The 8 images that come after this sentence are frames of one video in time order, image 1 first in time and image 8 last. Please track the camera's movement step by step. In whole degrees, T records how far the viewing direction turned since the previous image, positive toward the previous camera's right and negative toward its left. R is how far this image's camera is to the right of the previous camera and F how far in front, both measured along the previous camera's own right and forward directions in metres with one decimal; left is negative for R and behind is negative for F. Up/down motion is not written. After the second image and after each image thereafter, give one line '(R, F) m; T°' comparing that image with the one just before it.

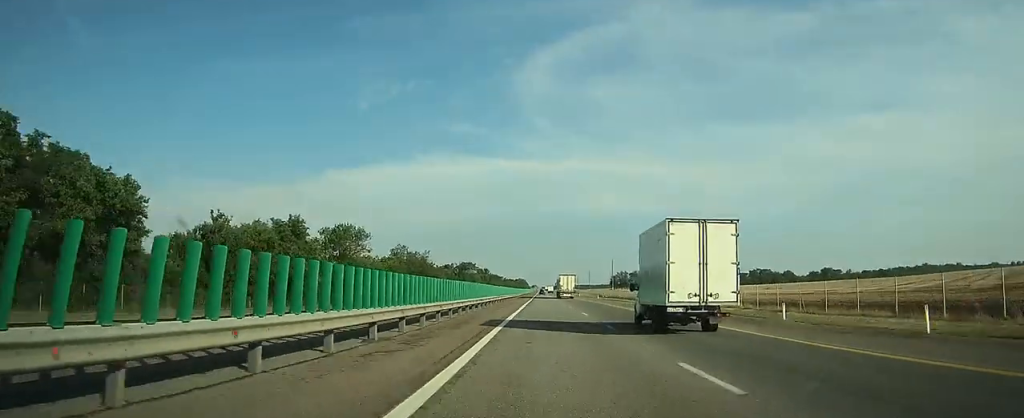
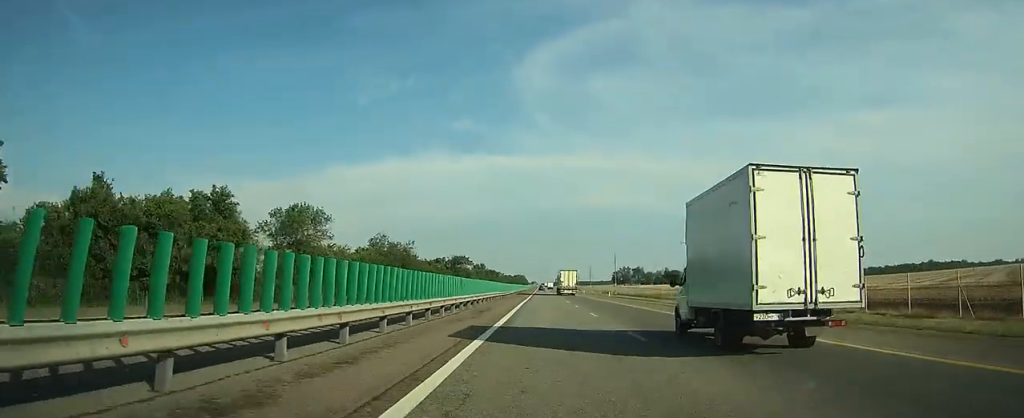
(0.0, +17.1) m; 0°
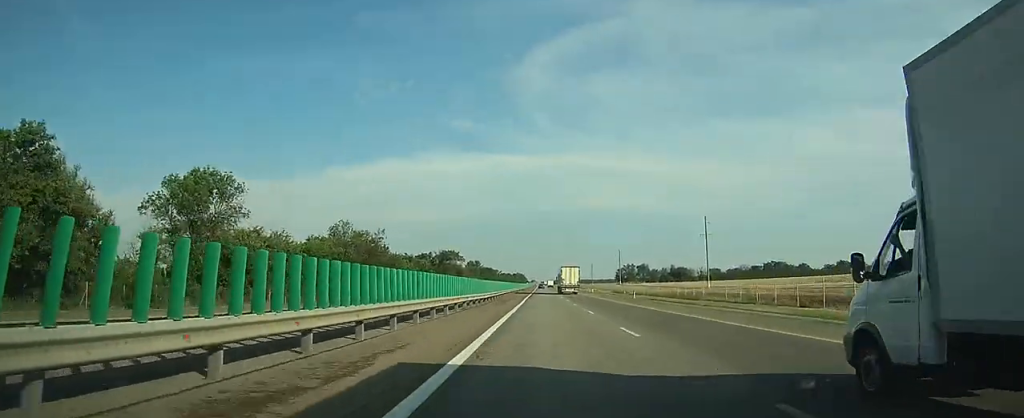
(0.0, +22.8) m; 0°
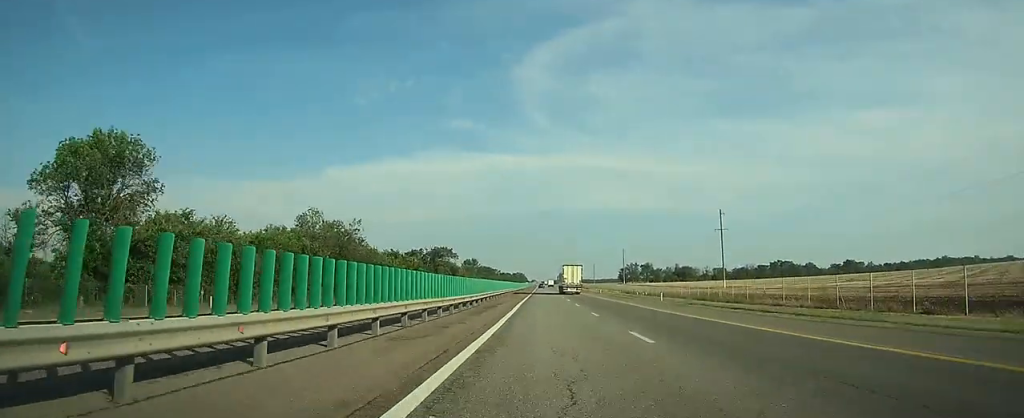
(0.0, +13.7) m; 0°
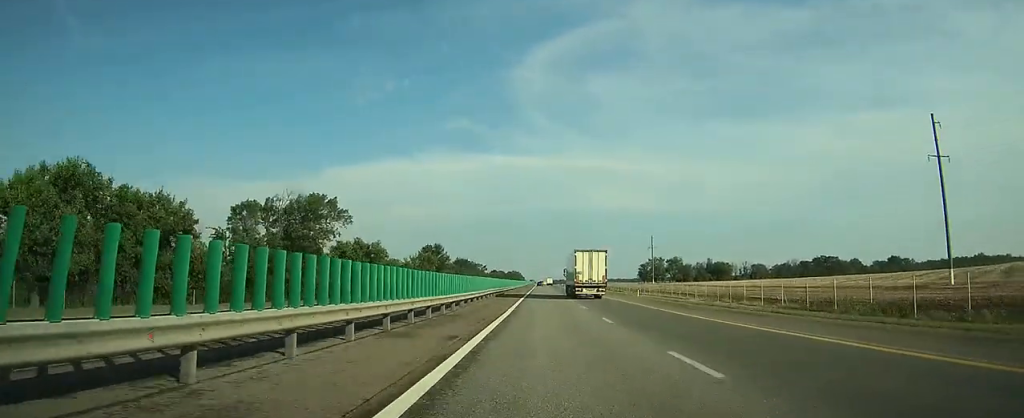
(+0.5, +88.4) m; +1°
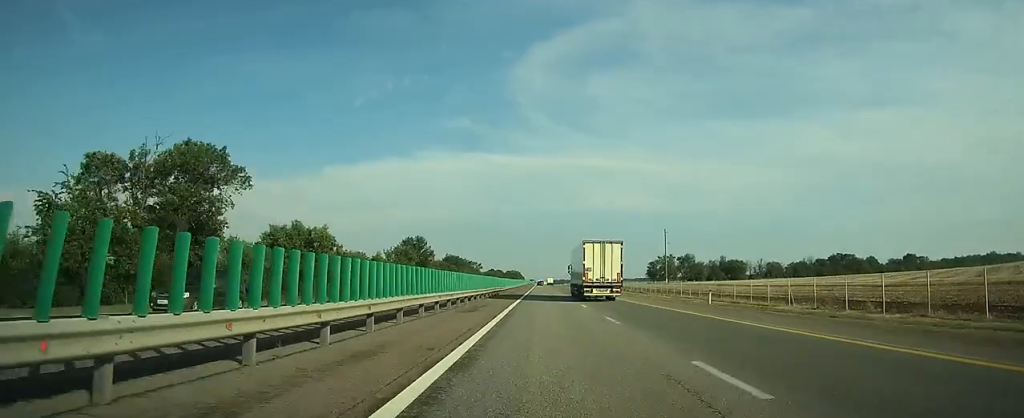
(0.0, +25.3) m; 0°
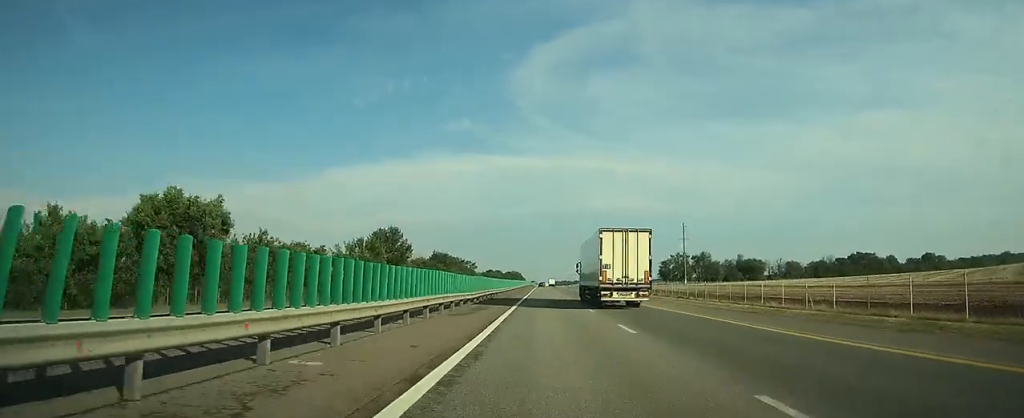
(0.0, +26.5) m; 0°
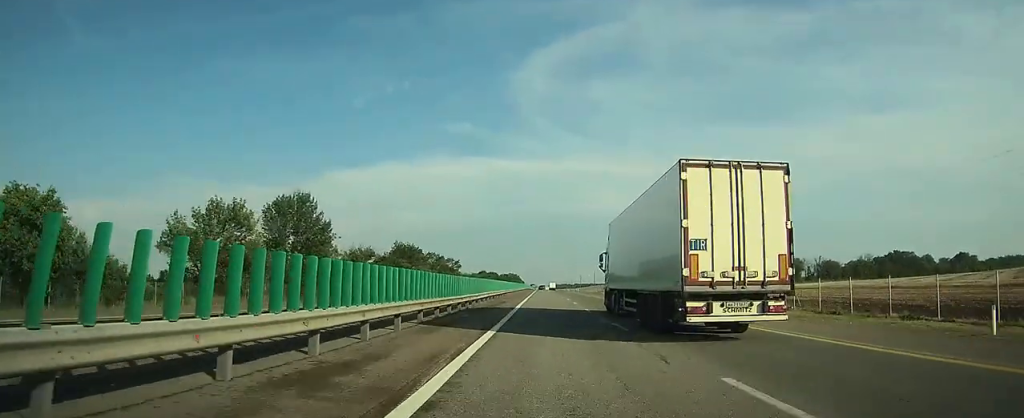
(+0.1, +46.1) m; 0°
